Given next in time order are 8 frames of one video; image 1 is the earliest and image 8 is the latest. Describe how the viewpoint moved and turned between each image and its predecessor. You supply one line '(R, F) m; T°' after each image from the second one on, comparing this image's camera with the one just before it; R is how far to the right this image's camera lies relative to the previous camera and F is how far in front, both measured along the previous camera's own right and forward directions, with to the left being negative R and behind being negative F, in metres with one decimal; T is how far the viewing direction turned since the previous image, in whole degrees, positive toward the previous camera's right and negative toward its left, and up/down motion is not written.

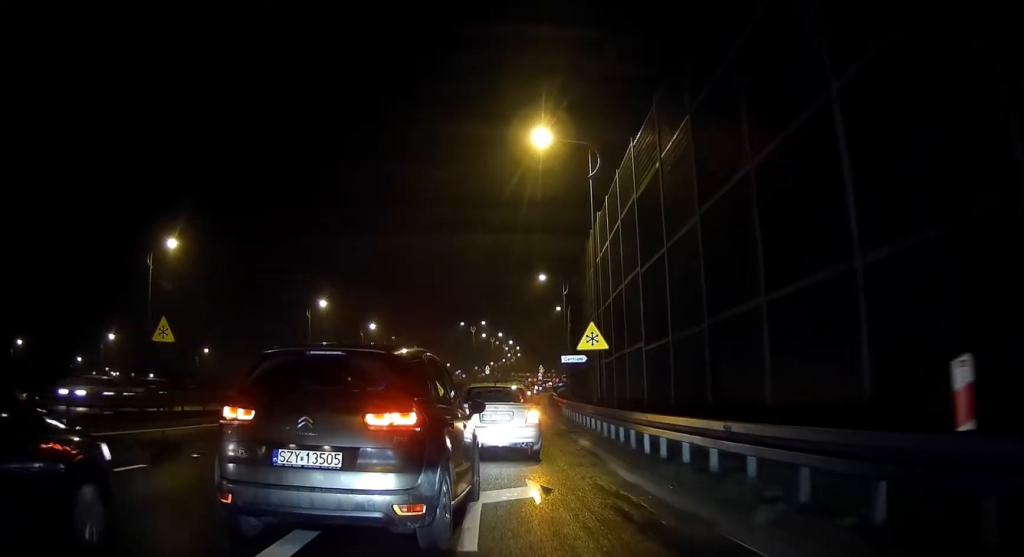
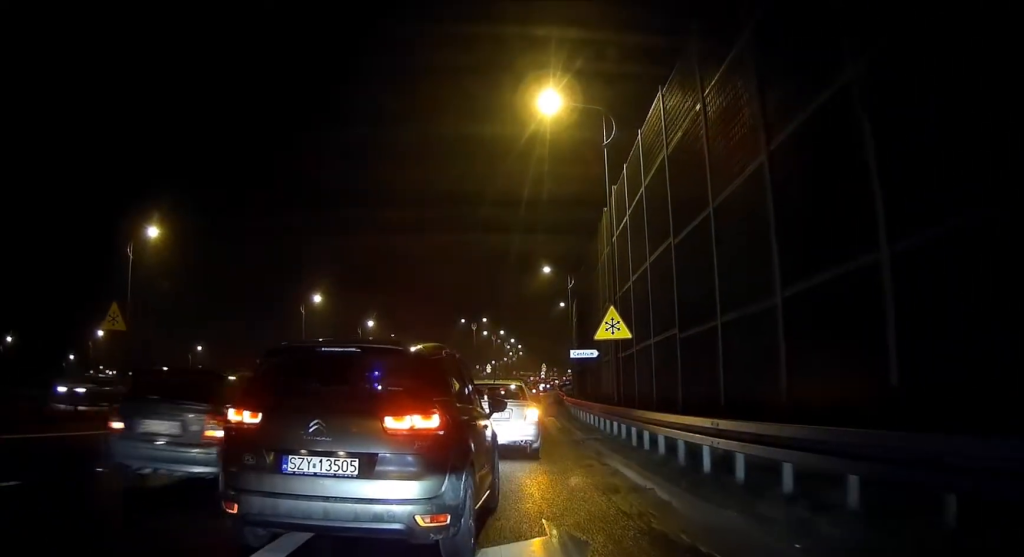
(+0.1, +4.6) m; +3°
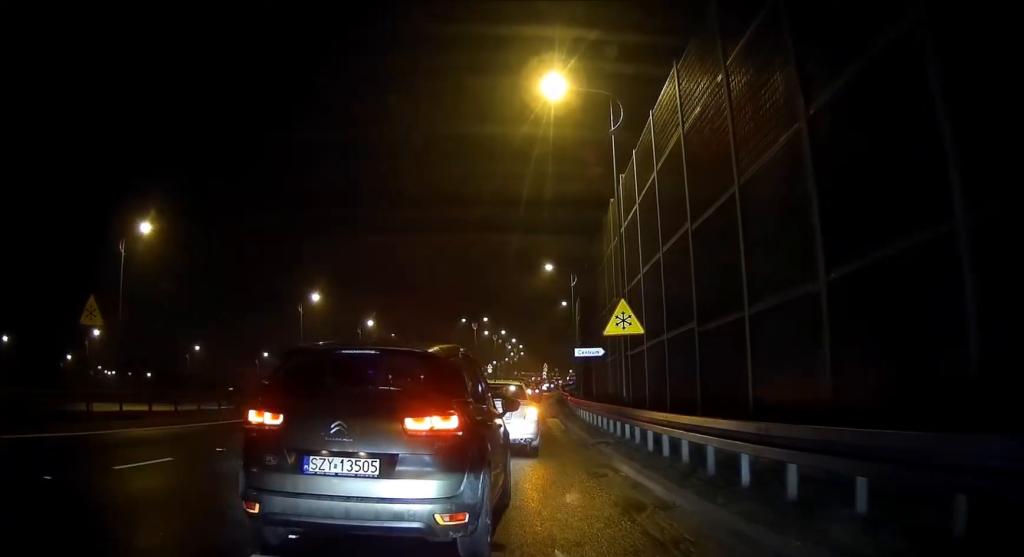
(-0.1, +2.1) m; +5°
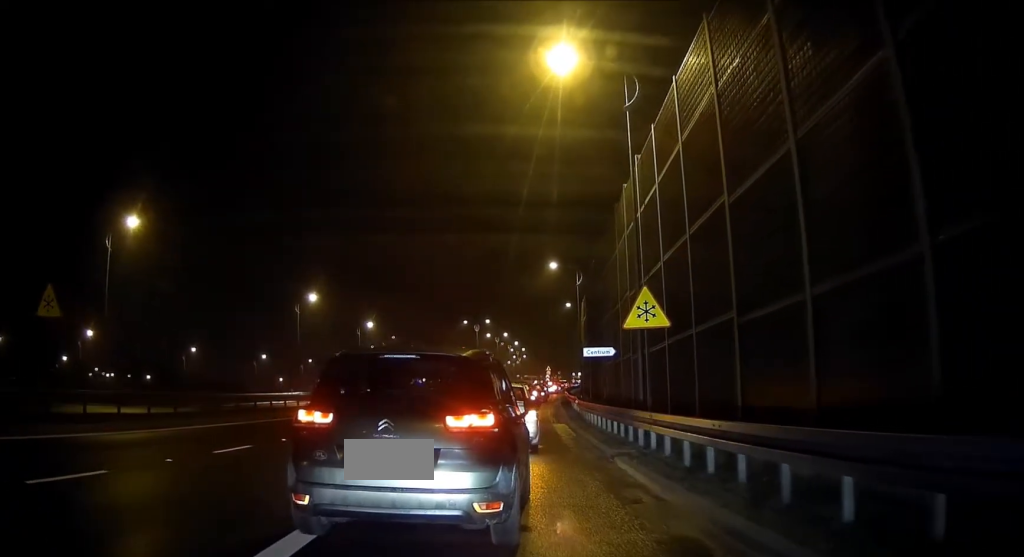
(+0.4, +3.1) m; +3°
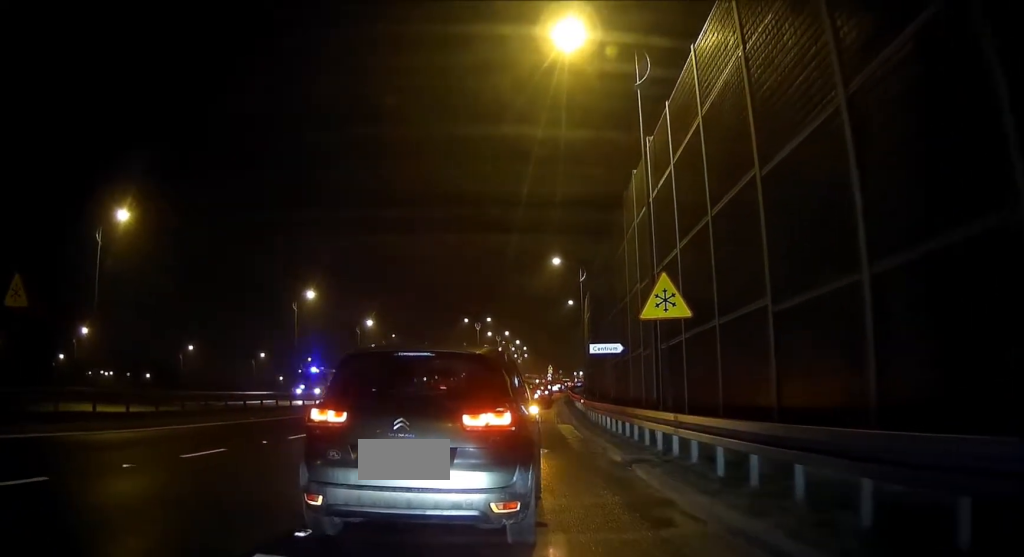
(-0.1, +1.5) m; -4°
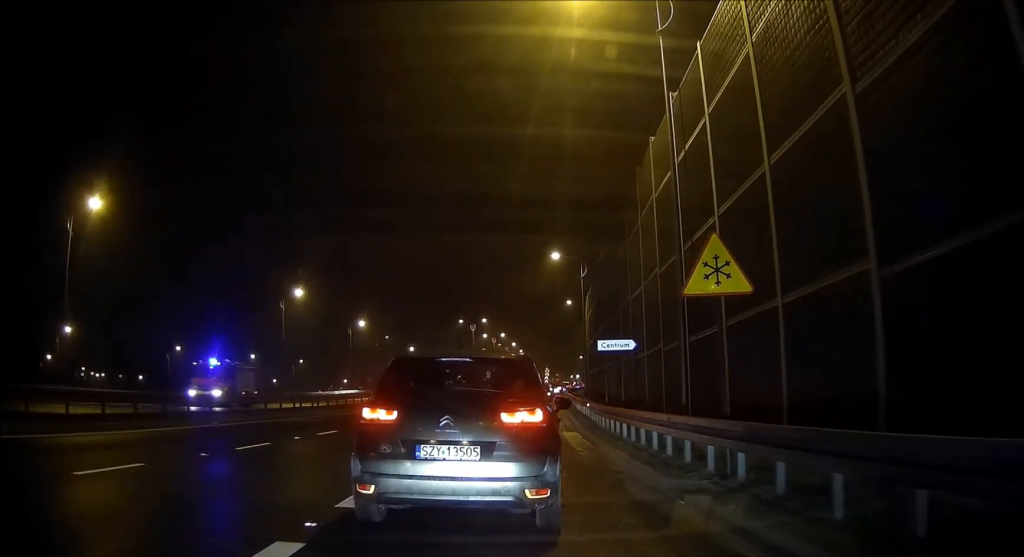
(-0.1, +3.5) m; -3°
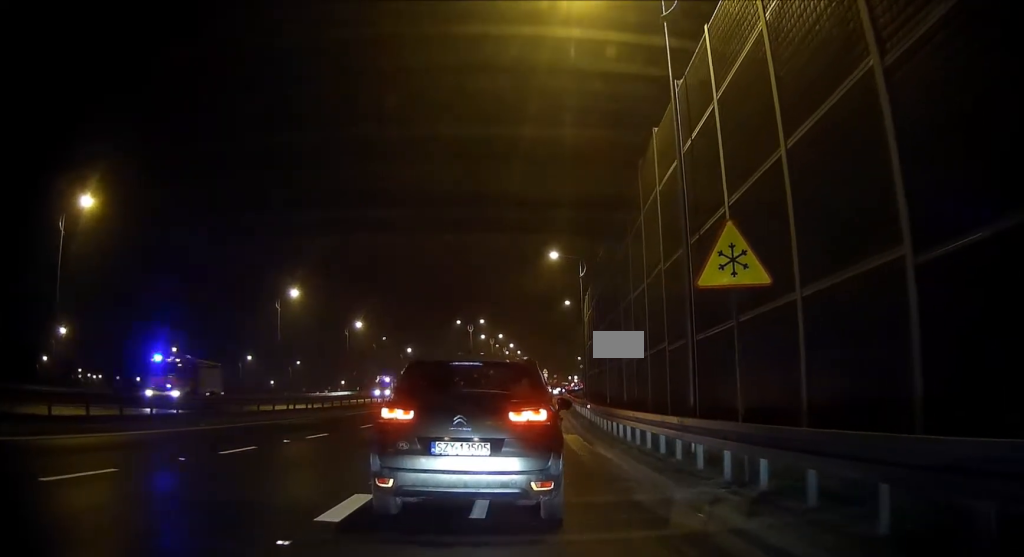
(0.0, +1.0) m; -1°
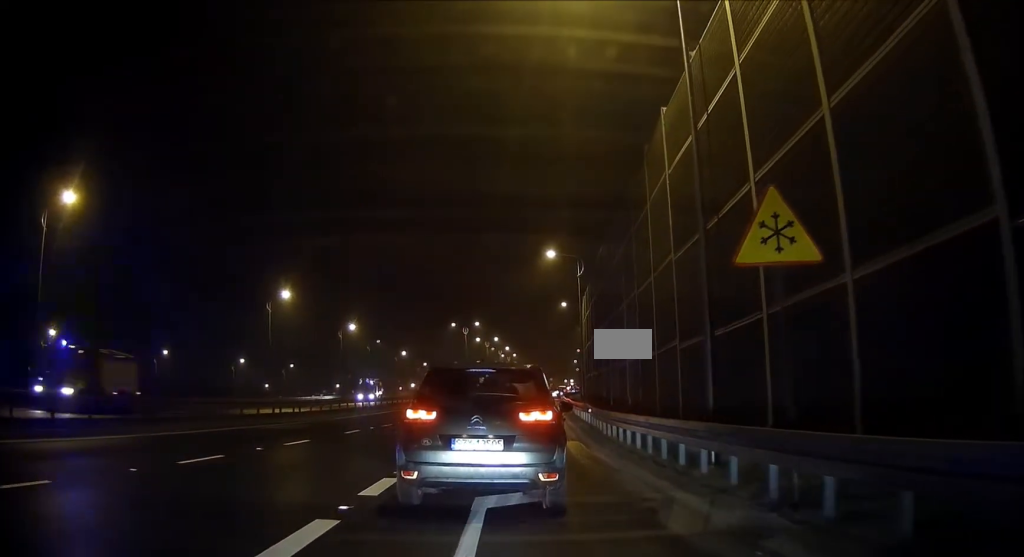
(0.0, +1.9) m; 0°
